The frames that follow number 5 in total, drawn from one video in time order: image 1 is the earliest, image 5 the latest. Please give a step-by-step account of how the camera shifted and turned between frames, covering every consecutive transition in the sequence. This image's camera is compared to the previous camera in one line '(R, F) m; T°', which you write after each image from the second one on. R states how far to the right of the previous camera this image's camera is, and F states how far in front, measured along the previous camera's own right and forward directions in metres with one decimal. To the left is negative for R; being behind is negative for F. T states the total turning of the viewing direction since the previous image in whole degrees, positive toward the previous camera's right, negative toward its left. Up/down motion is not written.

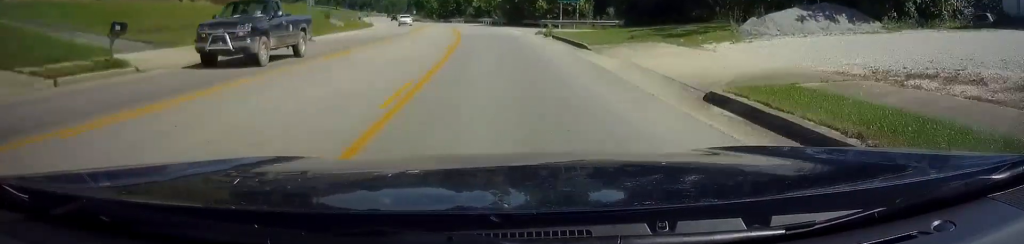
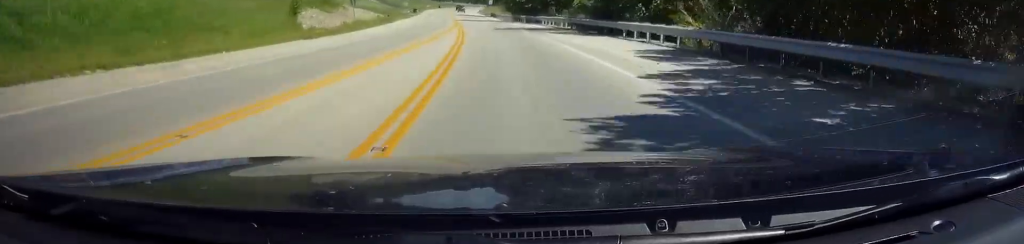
(-4.4, +61.1) m; -9°
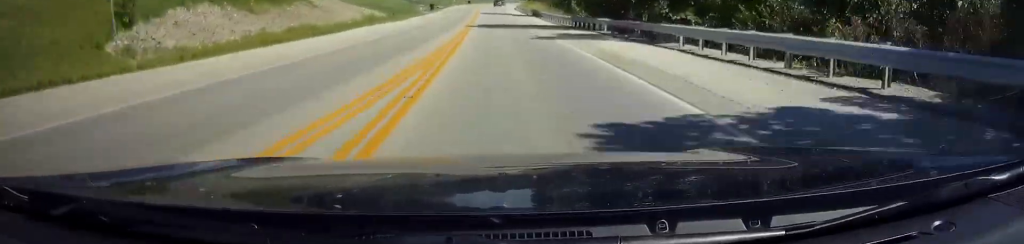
(-1.1, +34.4) m; -3°
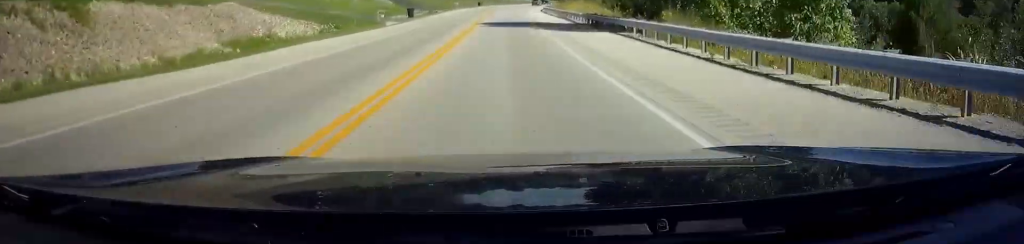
(-0.5, +42.2) m; -2°
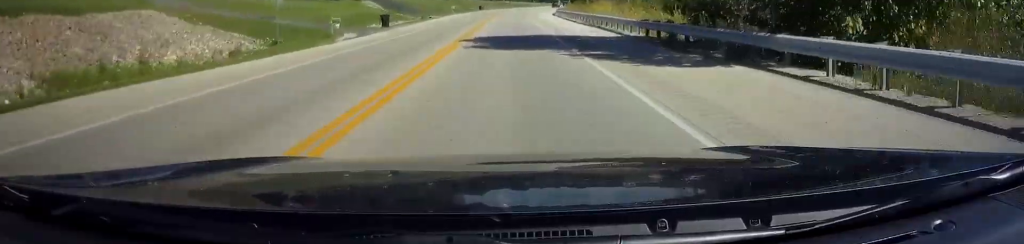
(-0.2, +16.8) m; 0°
